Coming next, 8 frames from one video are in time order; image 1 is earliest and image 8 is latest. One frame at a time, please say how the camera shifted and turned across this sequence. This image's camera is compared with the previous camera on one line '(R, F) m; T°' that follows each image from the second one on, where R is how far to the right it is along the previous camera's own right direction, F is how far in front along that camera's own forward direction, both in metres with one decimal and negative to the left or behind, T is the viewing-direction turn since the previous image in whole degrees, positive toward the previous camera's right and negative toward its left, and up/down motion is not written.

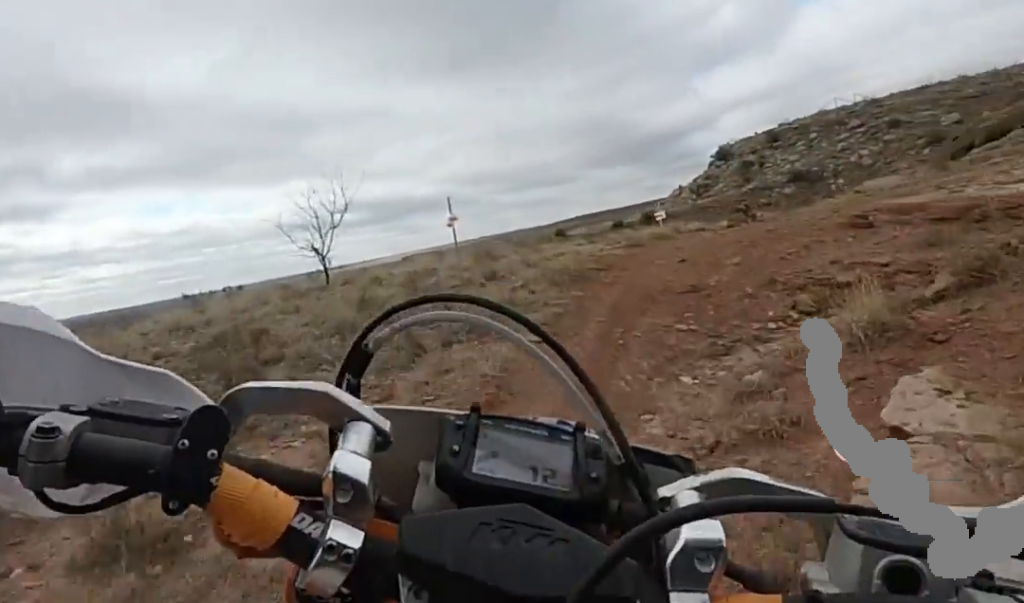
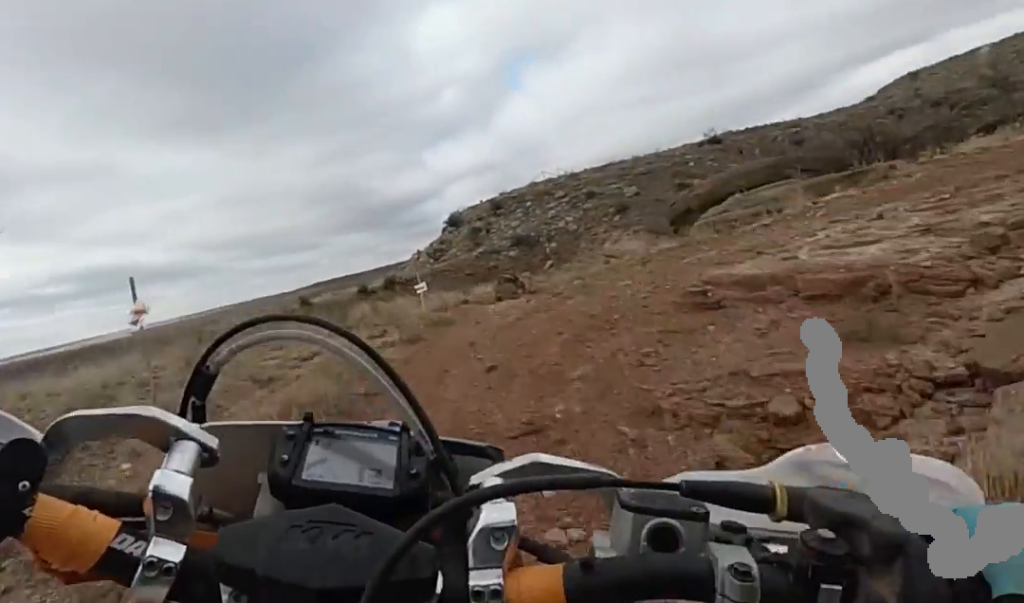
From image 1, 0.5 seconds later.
(+0.9, +1.7) m; +16°
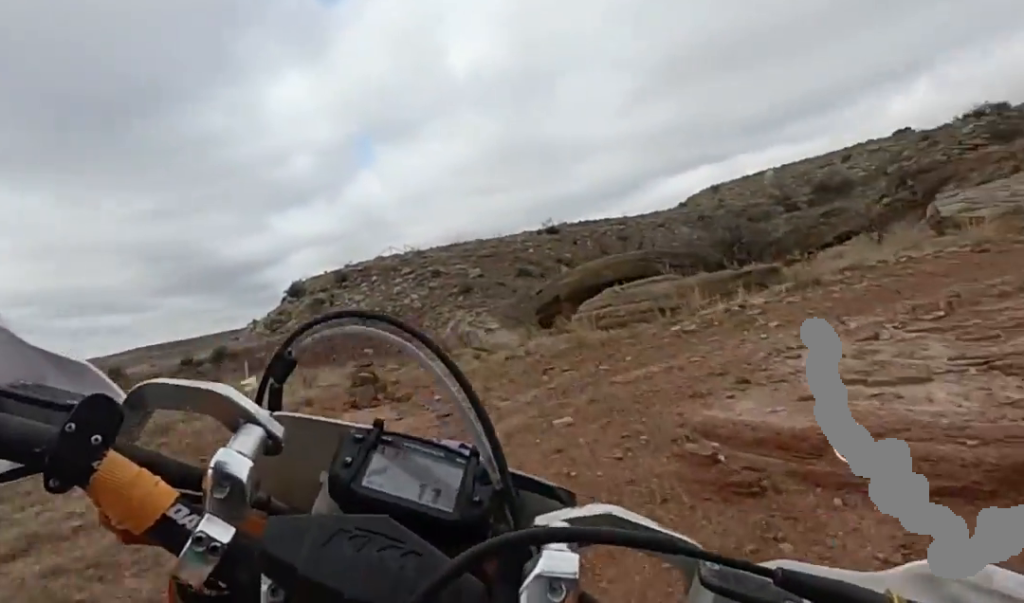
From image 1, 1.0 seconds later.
(+0.4, +1.8) m; +14°
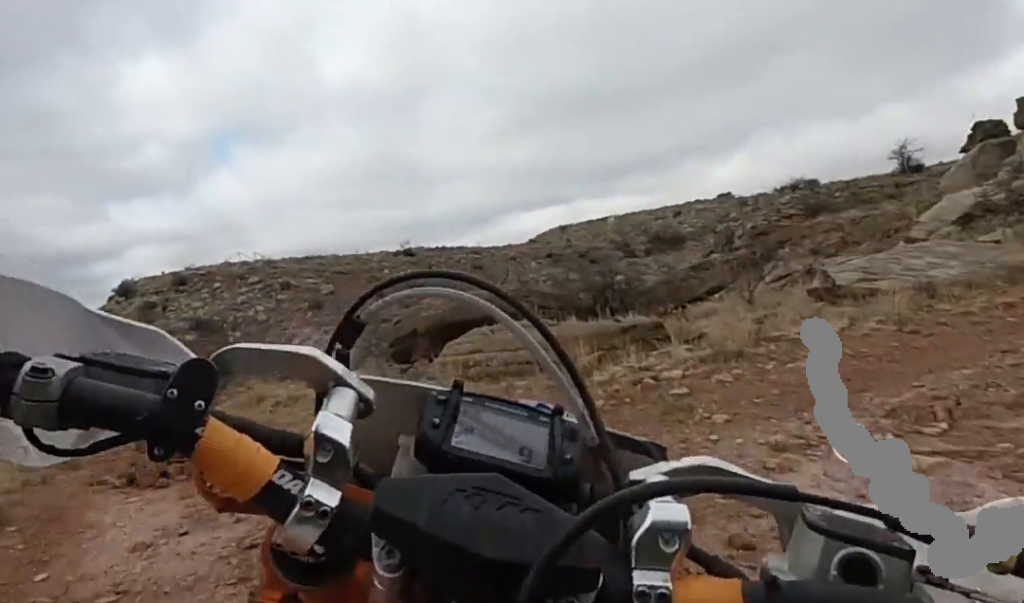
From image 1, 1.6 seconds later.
(+0.1, +2.3) m; +4°
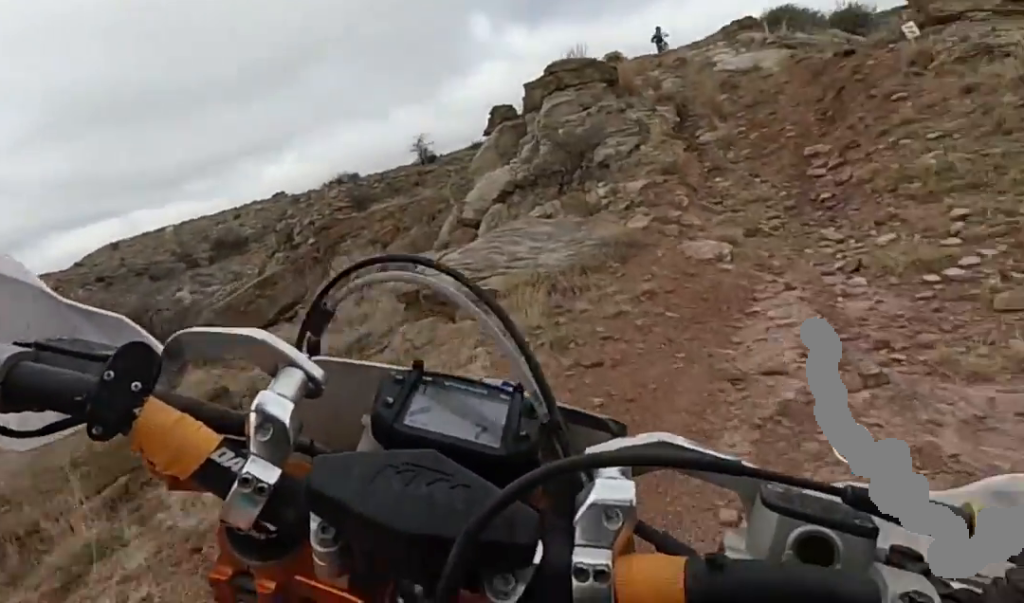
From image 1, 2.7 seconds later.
(+0.3, +4.1) m; +14°
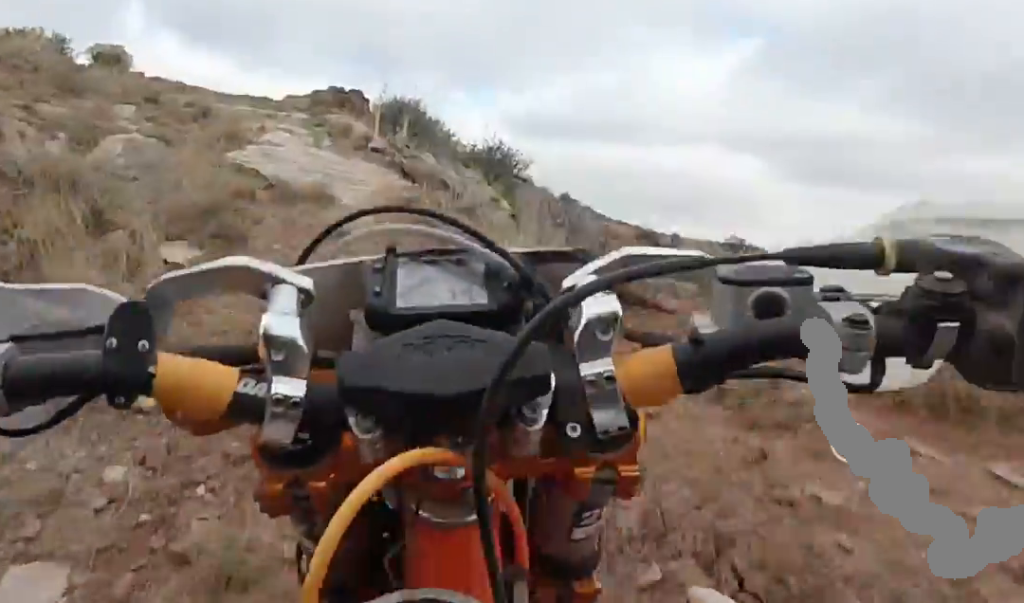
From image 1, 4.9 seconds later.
(+4.1, +7.9) m; +26°
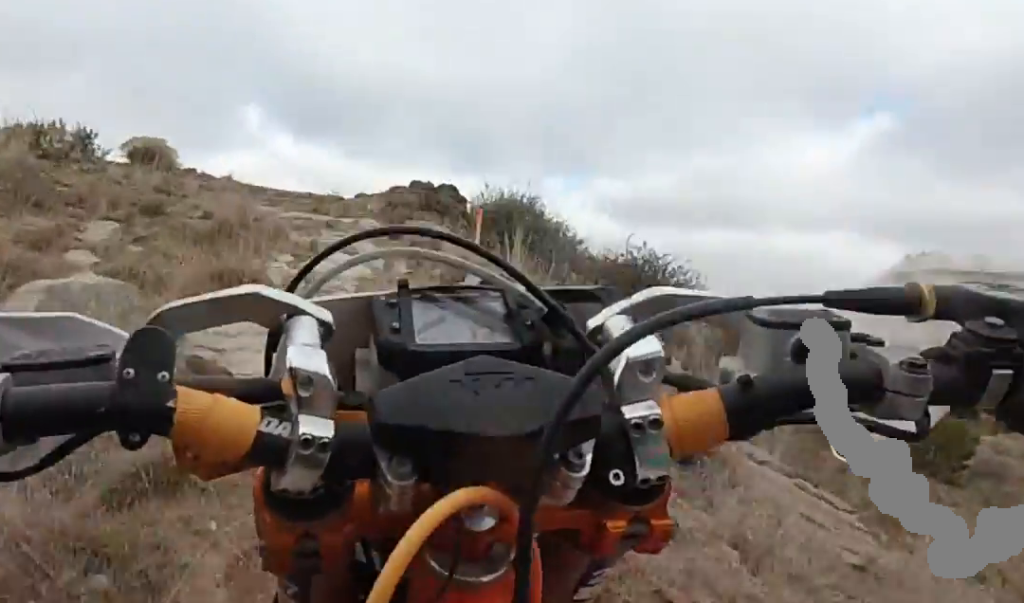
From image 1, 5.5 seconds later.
(-0.9, +3.0) m; -6°
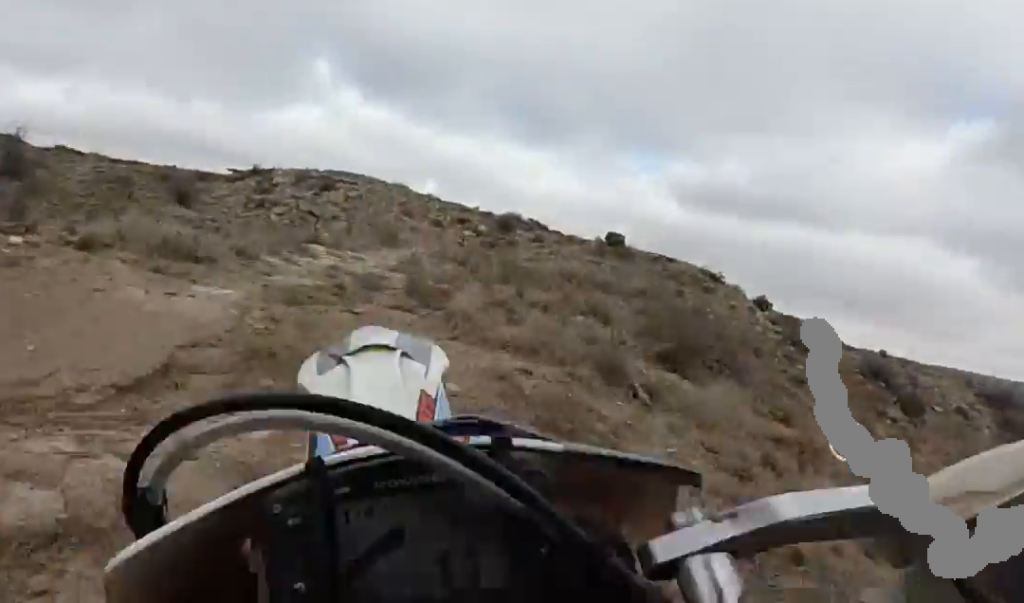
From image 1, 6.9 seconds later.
(-0.1, +7.4) m; 0°
